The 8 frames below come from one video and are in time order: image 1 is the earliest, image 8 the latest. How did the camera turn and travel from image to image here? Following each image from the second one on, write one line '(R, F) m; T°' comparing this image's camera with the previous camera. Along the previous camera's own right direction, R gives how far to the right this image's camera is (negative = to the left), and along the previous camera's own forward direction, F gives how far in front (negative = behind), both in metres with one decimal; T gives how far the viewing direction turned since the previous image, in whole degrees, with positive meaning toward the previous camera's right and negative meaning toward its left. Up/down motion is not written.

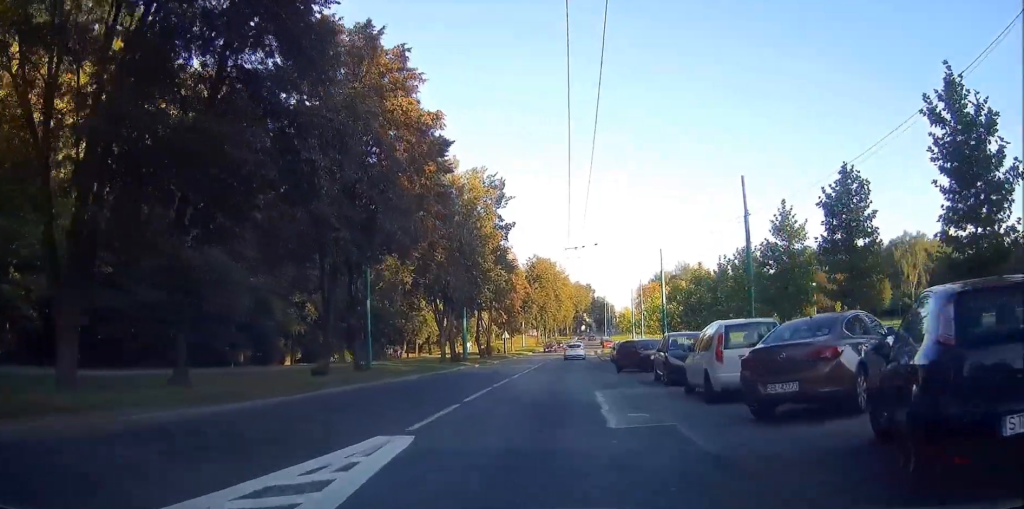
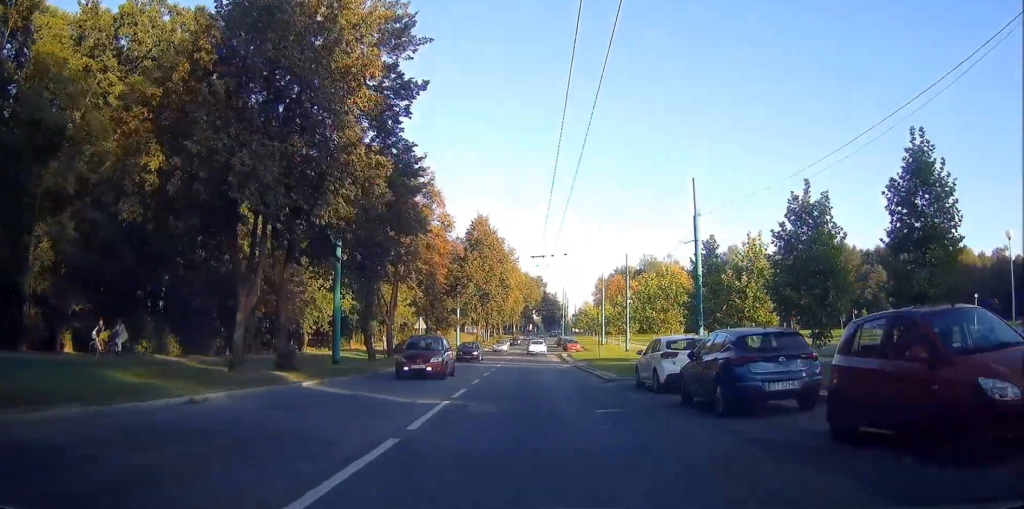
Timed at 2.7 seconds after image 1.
(+1.0, +29.9) m; +4°
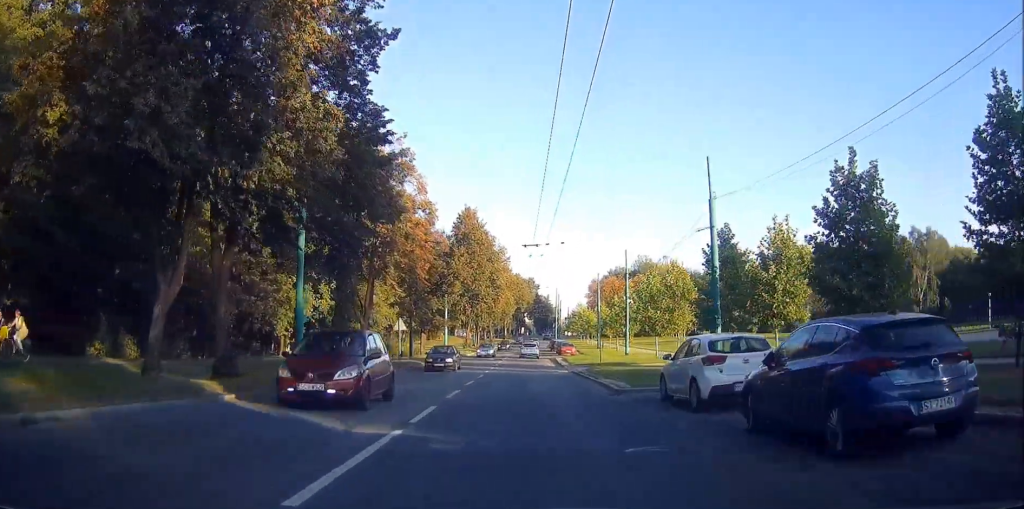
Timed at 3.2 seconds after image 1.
(+0.1, +4.8) m; +1°
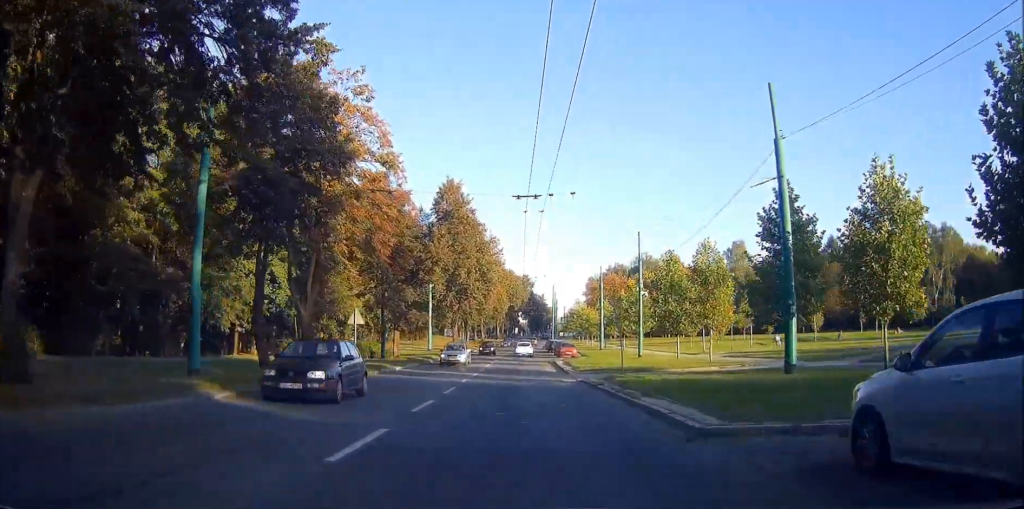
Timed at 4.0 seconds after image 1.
(+0.1, +9.7) m; 0°
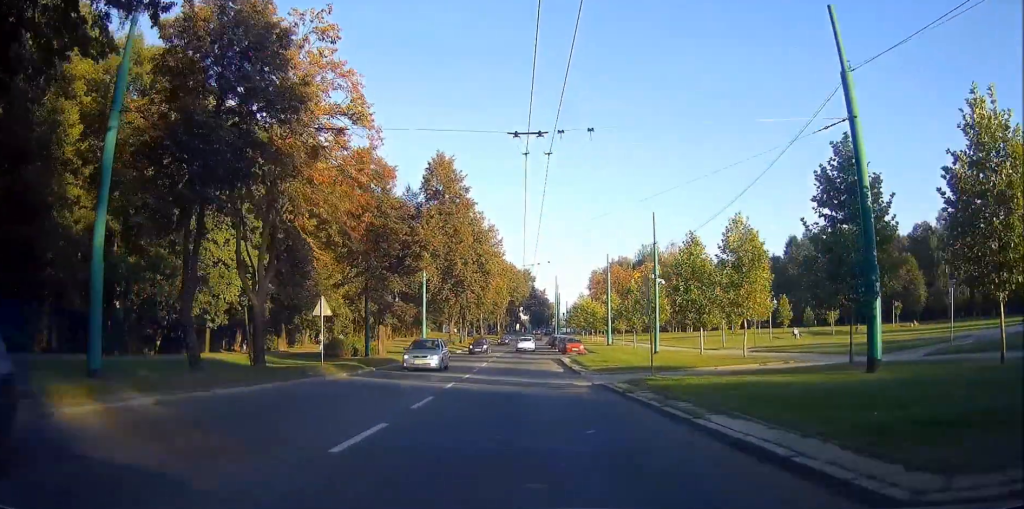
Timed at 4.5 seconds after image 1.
(0.0, +5.6) m; 0°
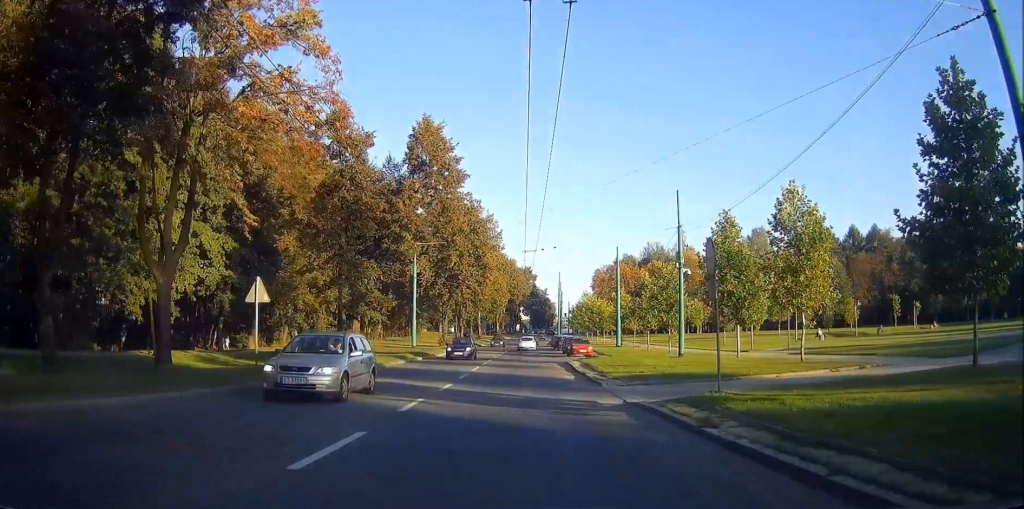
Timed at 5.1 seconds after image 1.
(0.0, +6.9) m; 0°
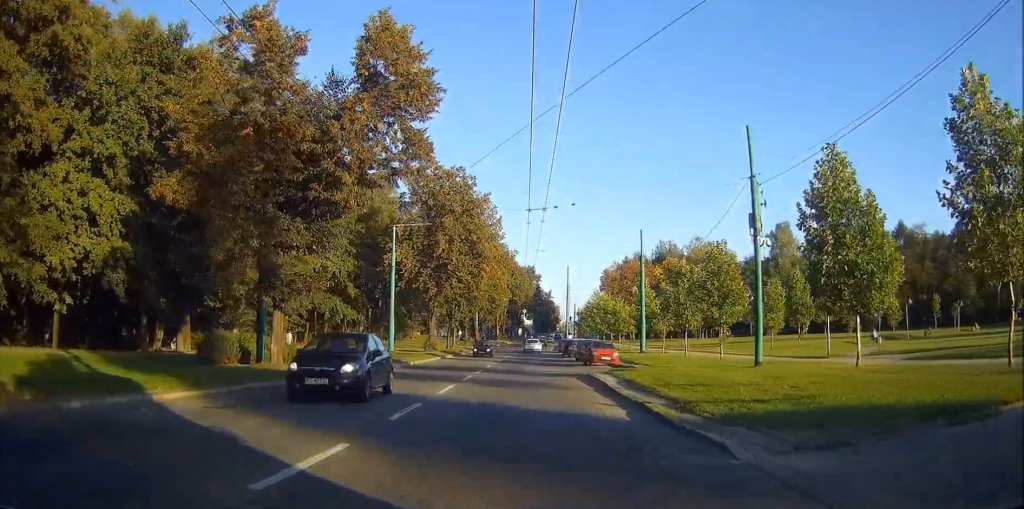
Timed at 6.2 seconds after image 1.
(0.0, +12.4) m; 0°
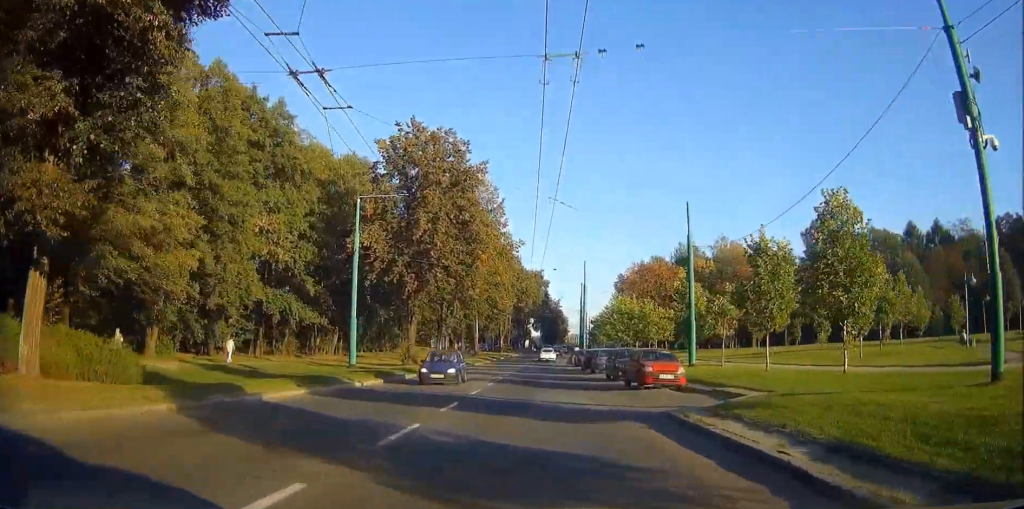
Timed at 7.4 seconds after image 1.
(0.0, +14.2) m; 0°
